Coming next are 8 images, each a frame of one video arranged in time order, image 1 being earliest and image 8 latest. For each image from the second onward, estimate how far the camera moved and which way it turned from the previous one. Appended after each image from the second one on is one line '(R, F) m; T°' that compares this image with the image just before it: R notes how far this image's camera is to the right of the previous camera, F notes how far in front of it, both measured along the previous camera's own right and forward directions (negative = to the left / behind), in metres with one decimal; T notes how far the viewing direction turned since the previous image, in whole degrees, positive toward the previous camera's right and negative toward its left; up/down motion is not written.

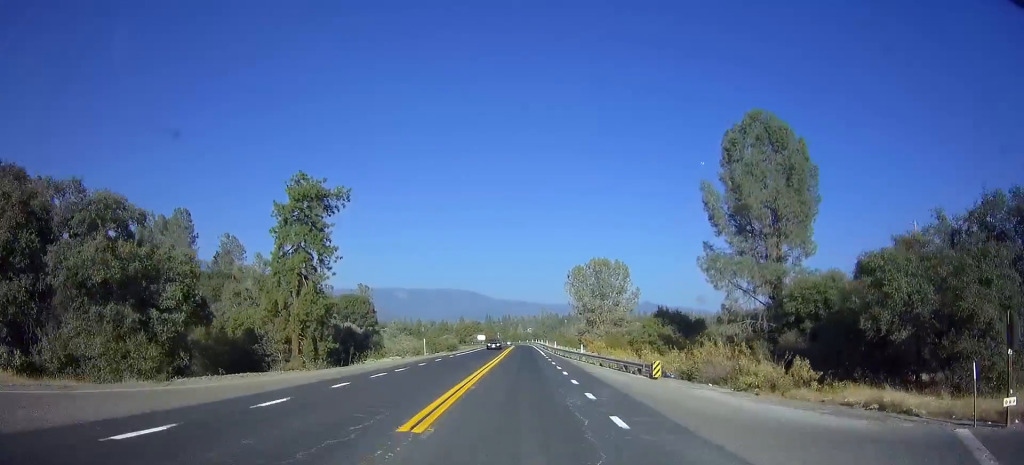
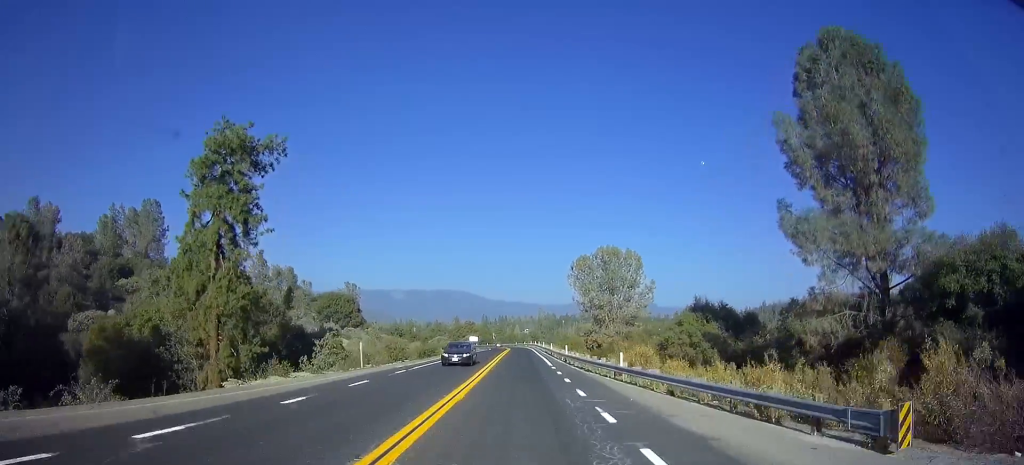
(-0.1, +16.6) m; 0°
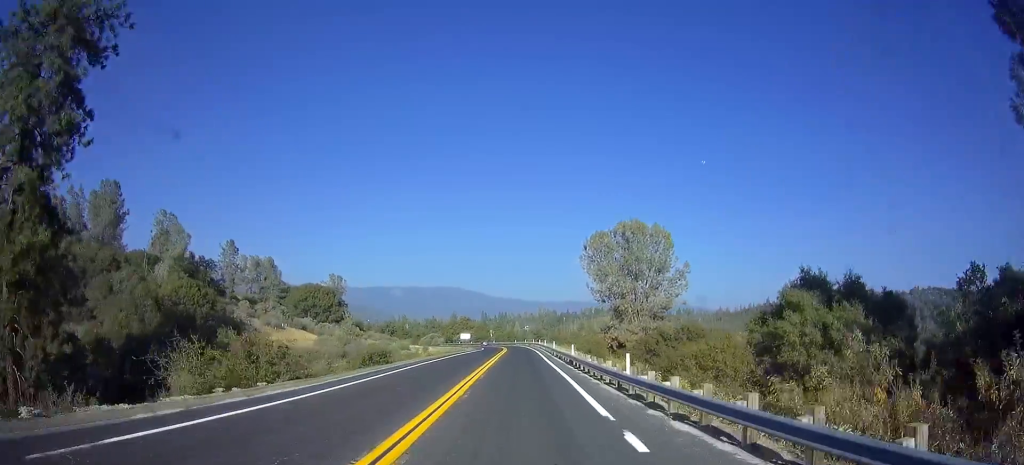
(-0.3, +21.8) m; -1°
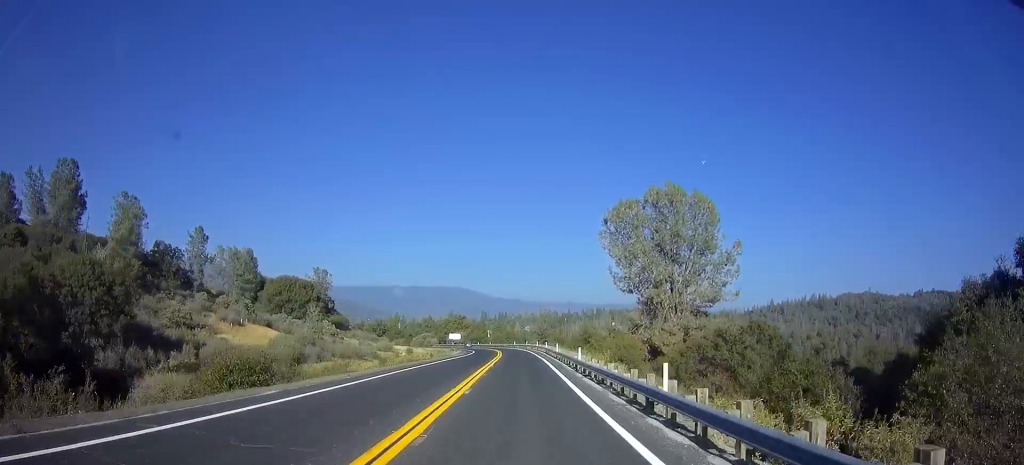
(+0.1, +19.9) m; 0°
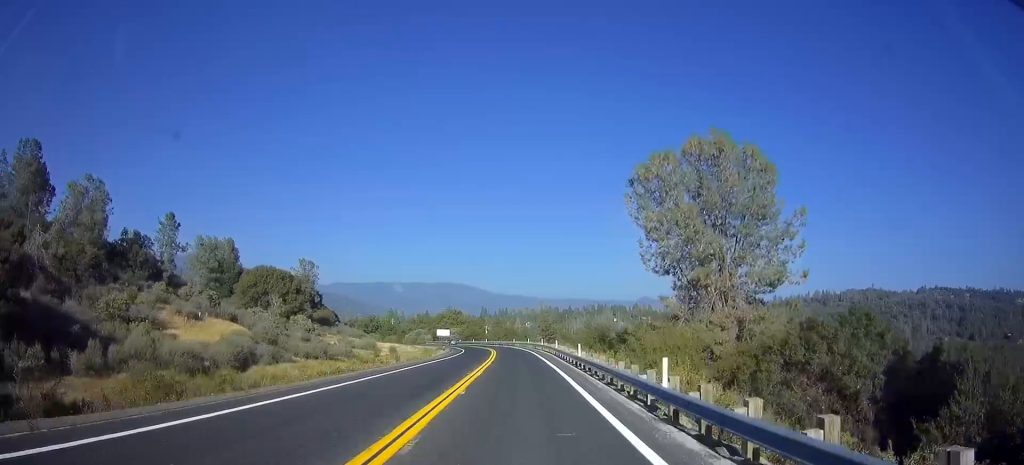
(0.0, +15.5) m; 0°
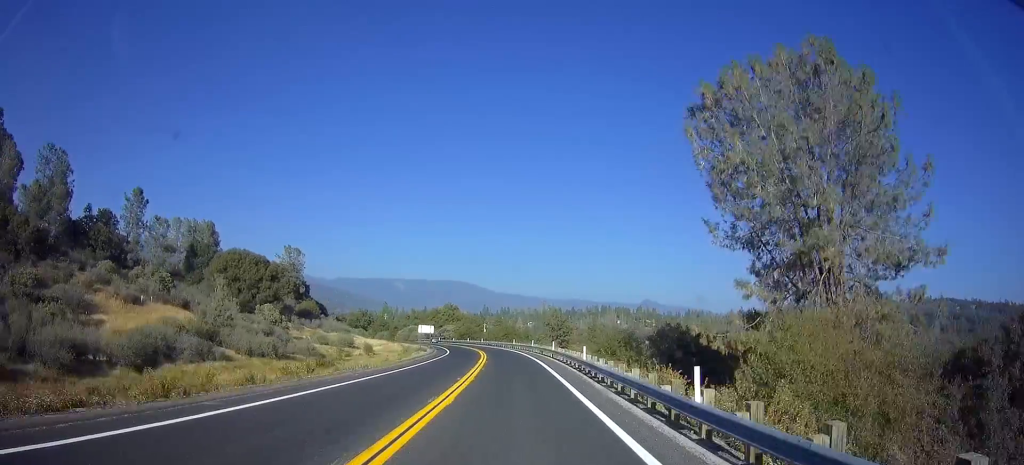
(0.0, +17.2) m; 0°
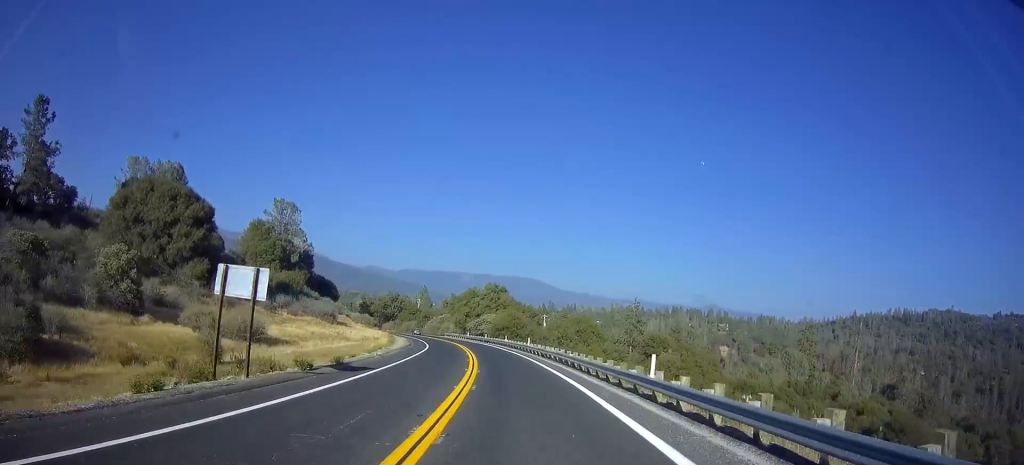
(-2.4, +56.3) m; -7°
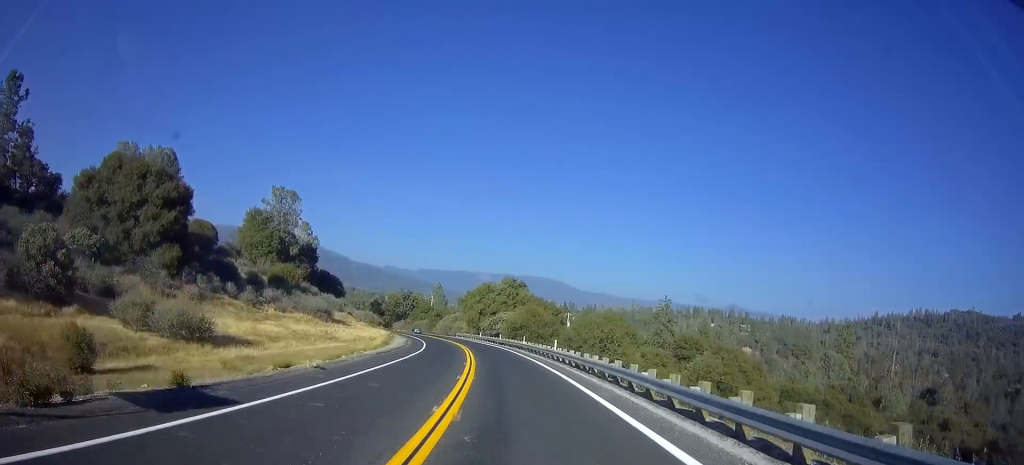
(-0.2, +12.8) m; -2°
